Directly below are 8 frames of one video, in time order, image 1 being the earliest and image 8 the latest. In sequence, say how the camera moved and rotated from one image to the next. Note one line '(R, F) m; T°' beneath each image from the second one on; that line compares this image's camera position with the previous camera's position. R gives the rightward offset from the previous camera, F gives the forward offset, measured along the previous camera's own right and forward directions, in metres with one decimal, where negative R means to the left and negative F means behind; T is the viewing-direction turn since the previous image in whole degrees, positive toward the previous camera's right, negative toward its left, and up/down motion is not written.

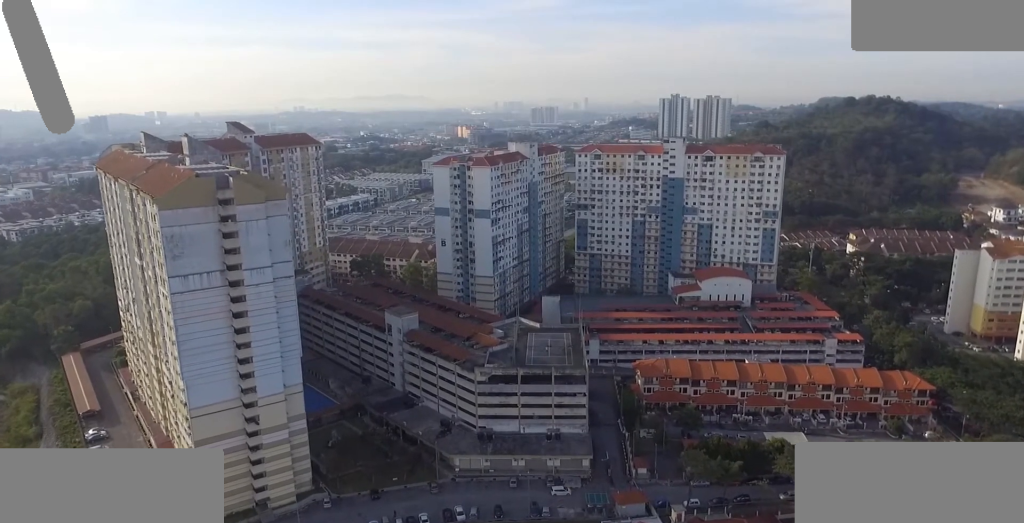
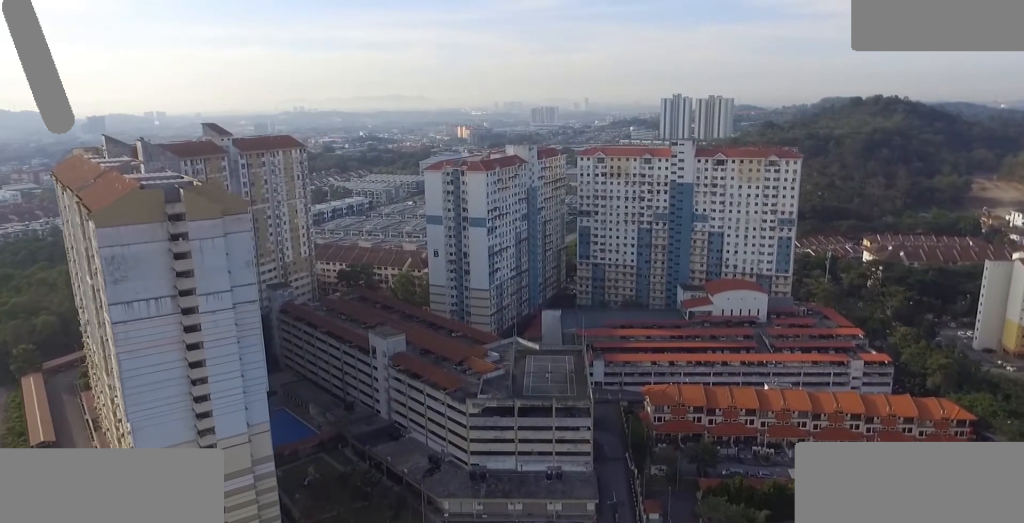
(0.0, +18.1) m; 0°
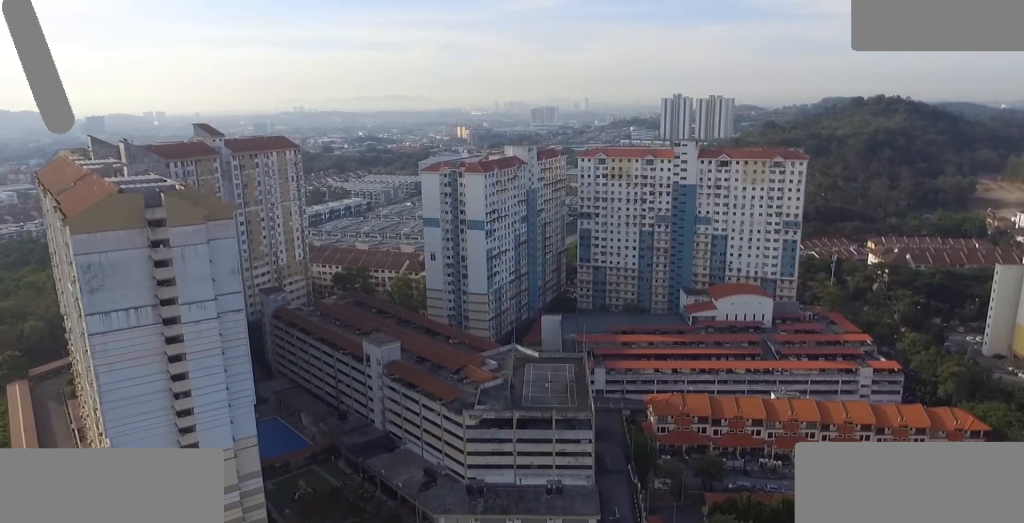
(0.0, +5.9) m; 0°
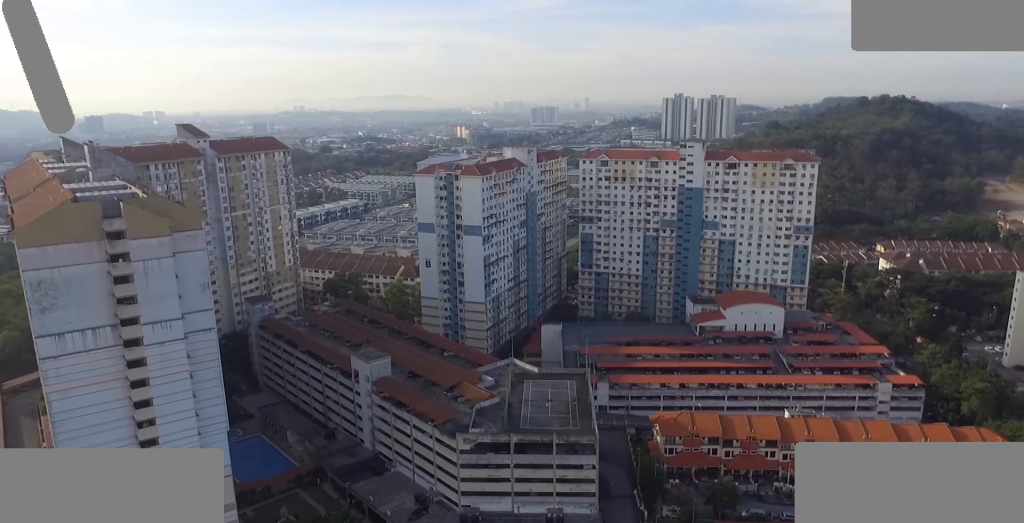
(0.0, +10.6) m; -1°
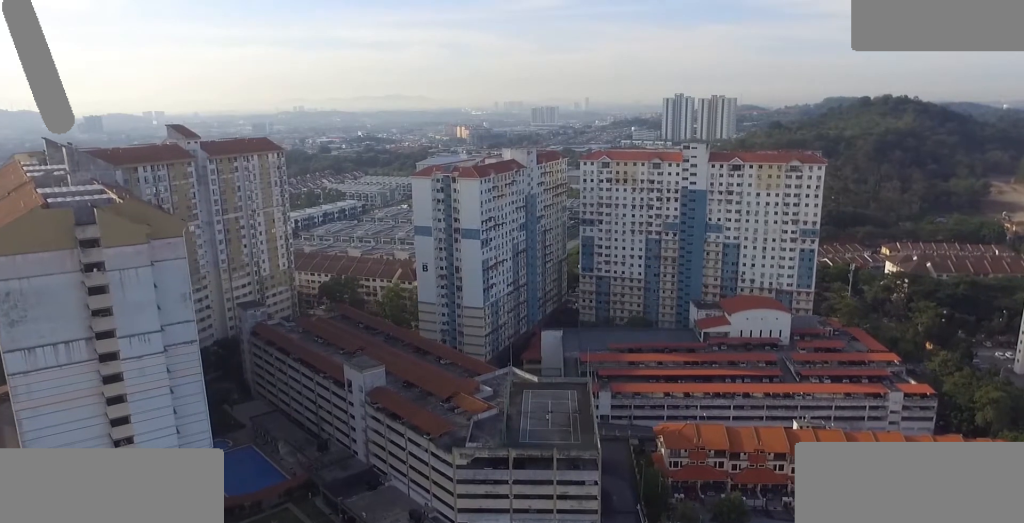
(0.0, +5.9) m; 0°
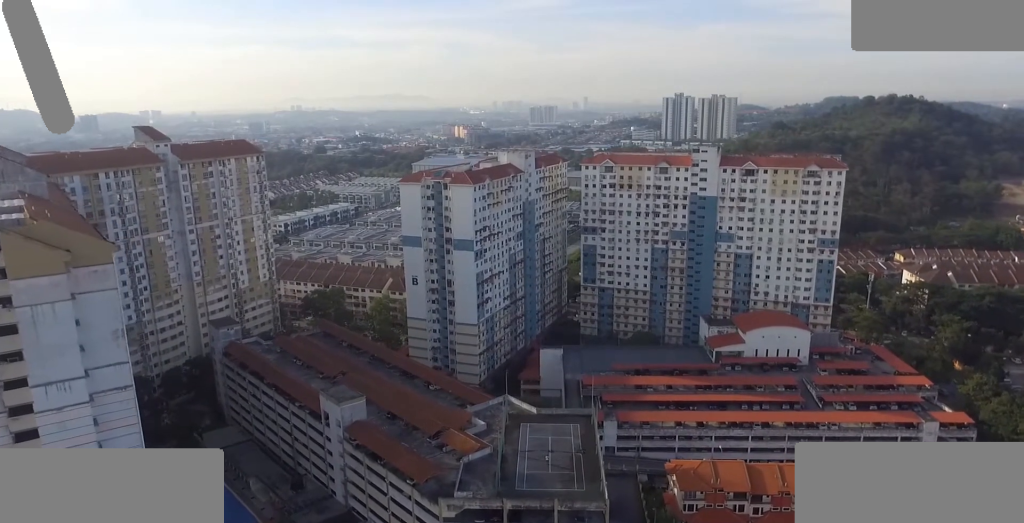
(-0.1, +16.1) m; 0°
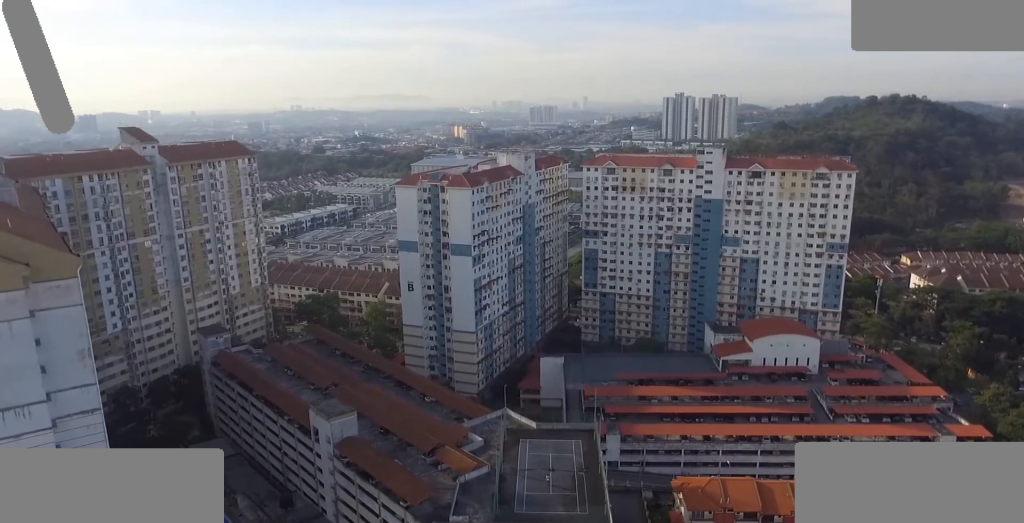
(0.0, +6.7) m; 0°
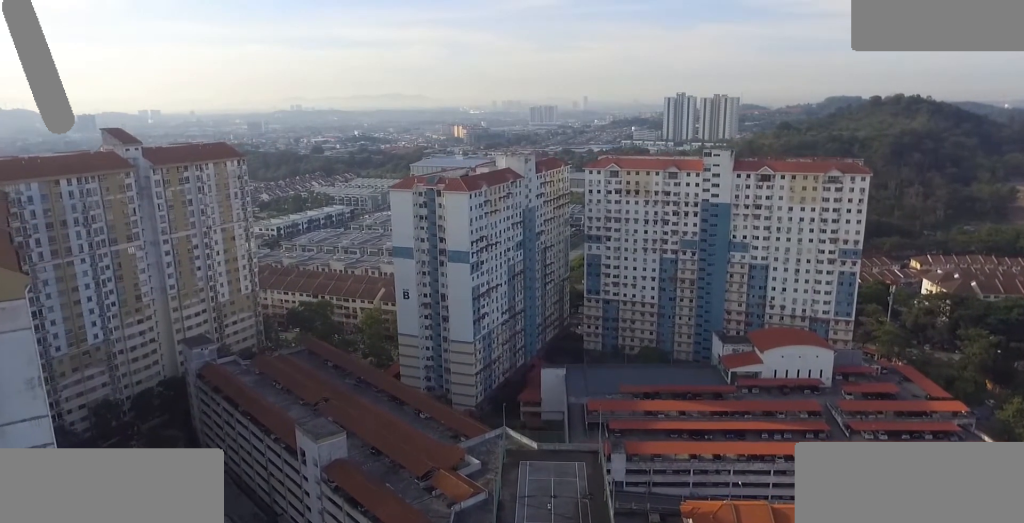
(-0.1, +8.4) m; 0°
